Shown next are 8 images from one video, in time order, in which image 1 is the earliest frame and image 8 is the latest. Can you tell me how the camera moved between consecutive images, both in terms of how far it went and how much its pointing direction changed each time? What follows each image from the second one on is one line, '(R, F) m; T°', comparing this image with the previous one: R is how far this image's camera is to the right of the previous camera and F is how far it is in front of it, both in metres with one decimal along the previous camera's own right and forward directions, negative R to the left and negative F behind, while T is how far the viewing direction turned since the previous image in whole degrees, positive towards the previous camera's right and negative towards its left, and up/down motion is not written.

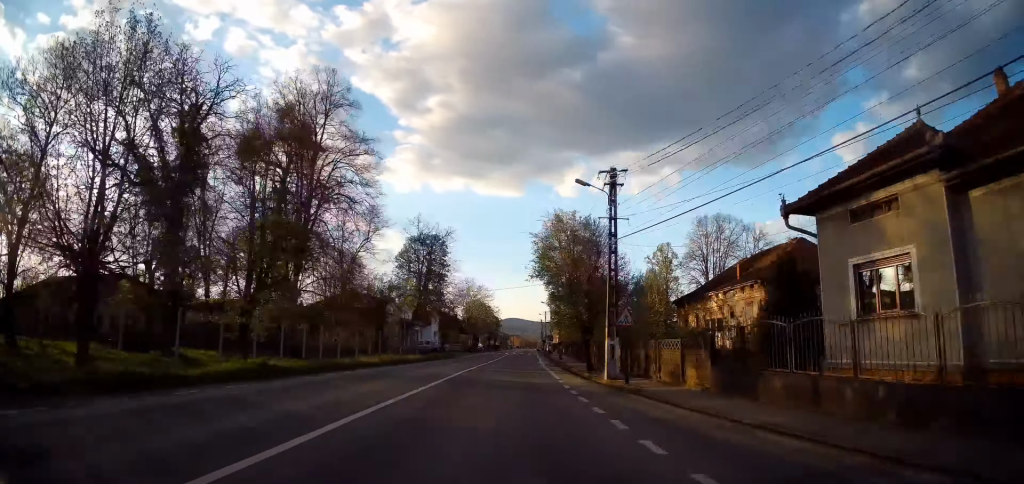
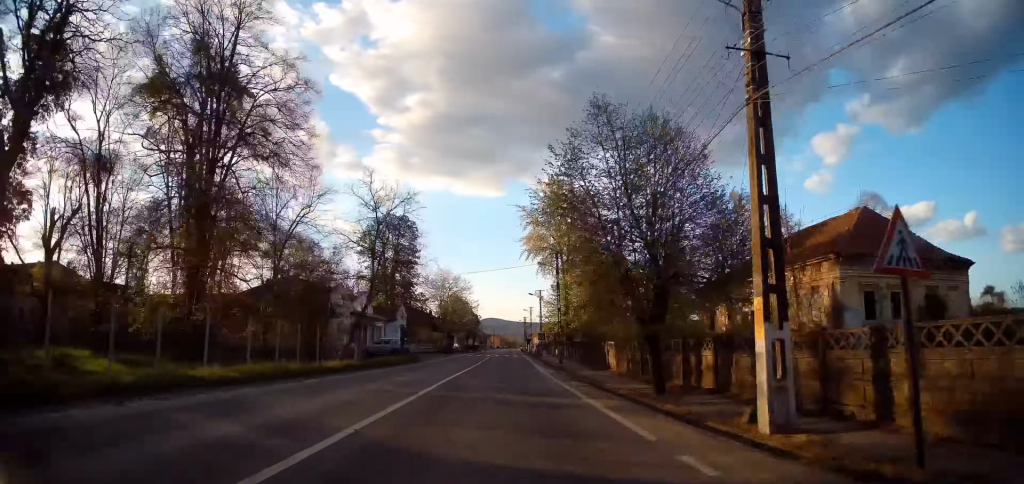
(+0.6, +13.1) m; +3°
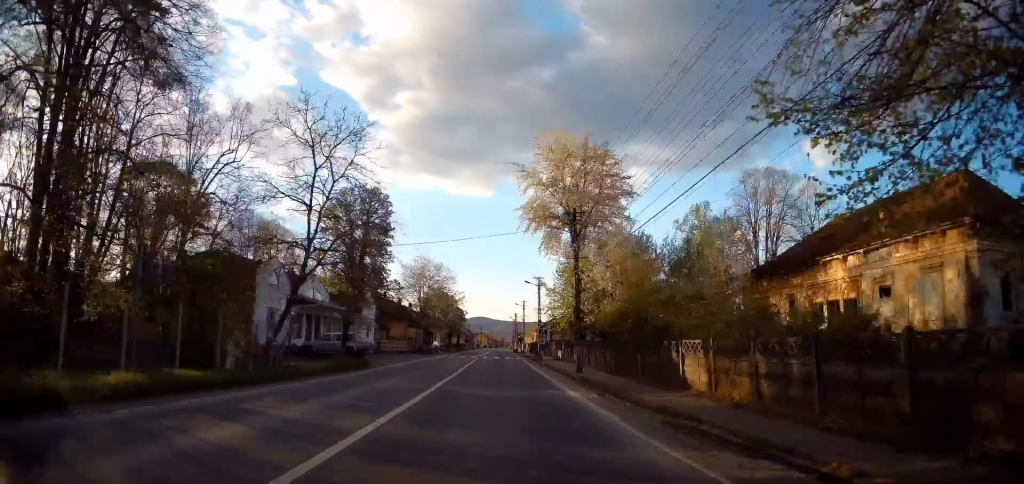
(+0.2, +12.5) m; +2°
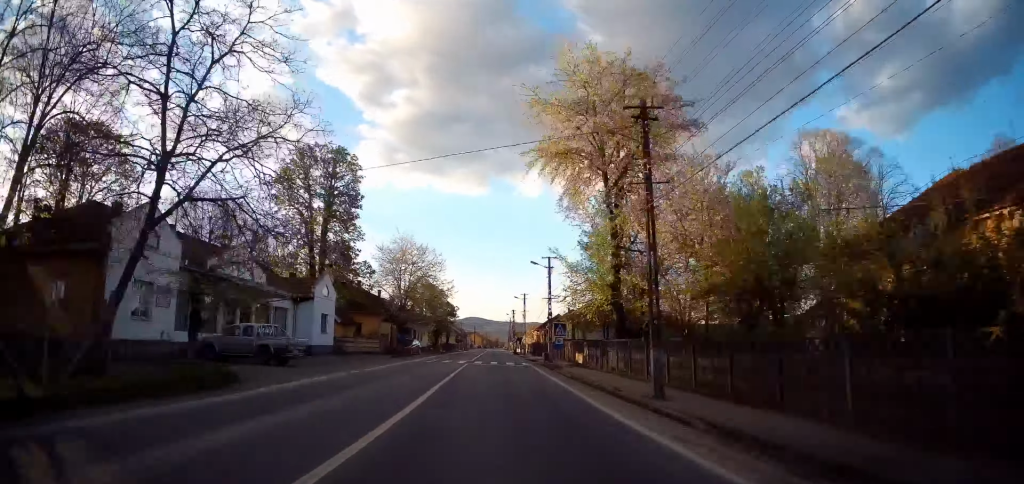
(+0.2, +13.3) m; +1°
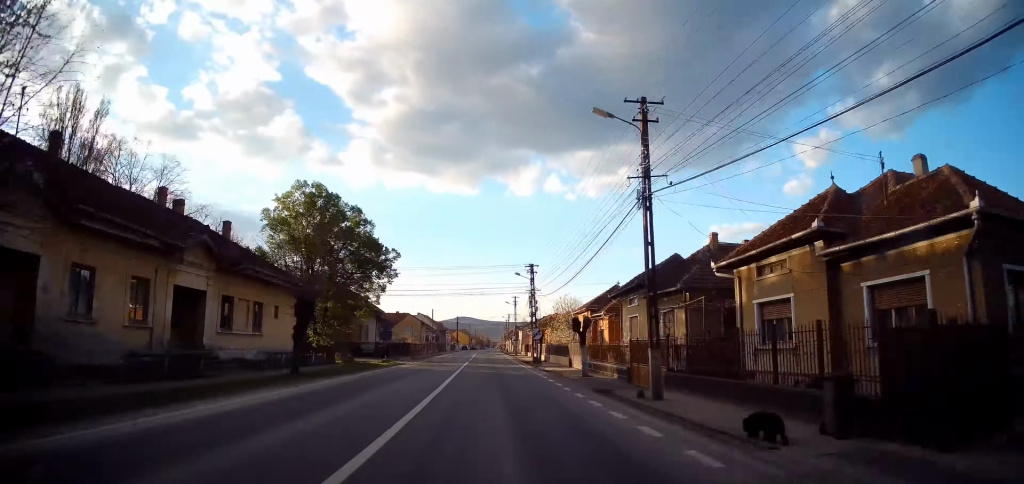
(+2.1, +60.8) m; +3°
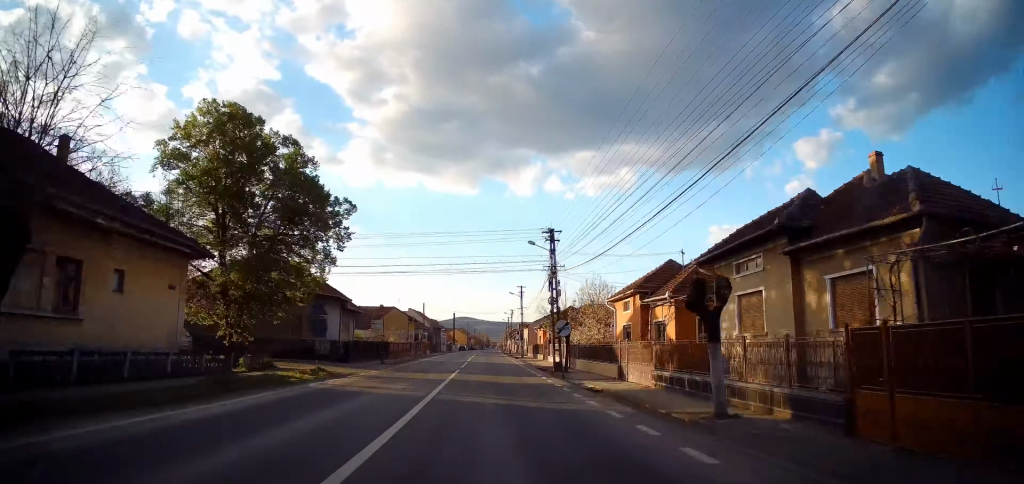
(+0.1, +14.0) m; 0°
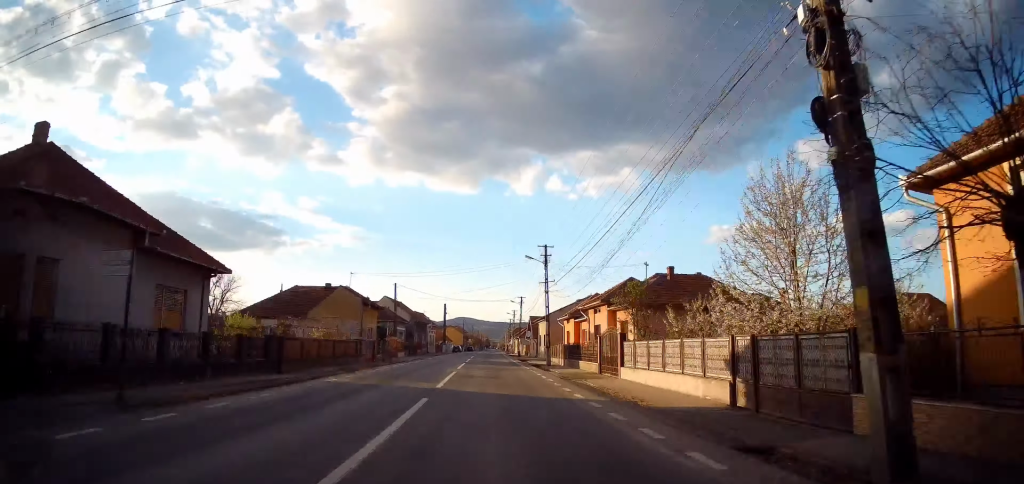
(-0.1, +26.6) m; -1°
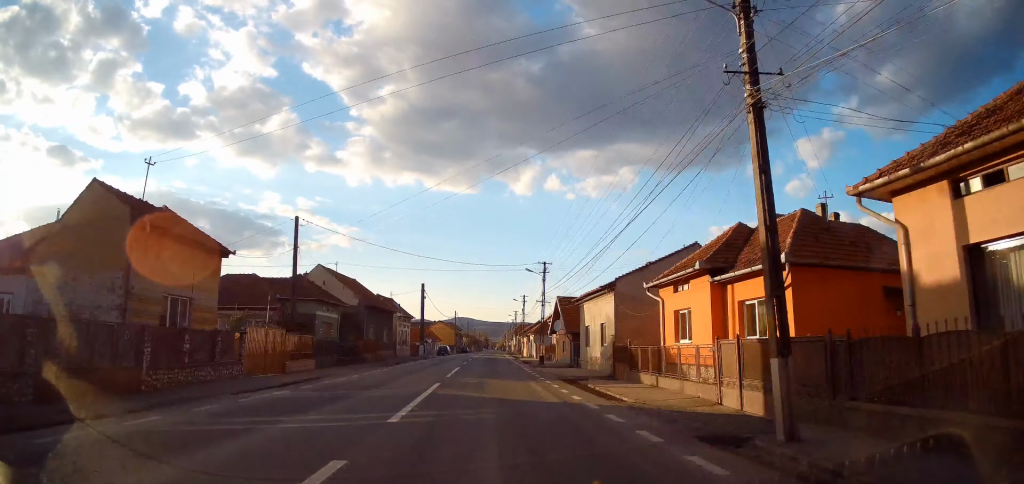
(-0.2, +30.2) m; 0°
